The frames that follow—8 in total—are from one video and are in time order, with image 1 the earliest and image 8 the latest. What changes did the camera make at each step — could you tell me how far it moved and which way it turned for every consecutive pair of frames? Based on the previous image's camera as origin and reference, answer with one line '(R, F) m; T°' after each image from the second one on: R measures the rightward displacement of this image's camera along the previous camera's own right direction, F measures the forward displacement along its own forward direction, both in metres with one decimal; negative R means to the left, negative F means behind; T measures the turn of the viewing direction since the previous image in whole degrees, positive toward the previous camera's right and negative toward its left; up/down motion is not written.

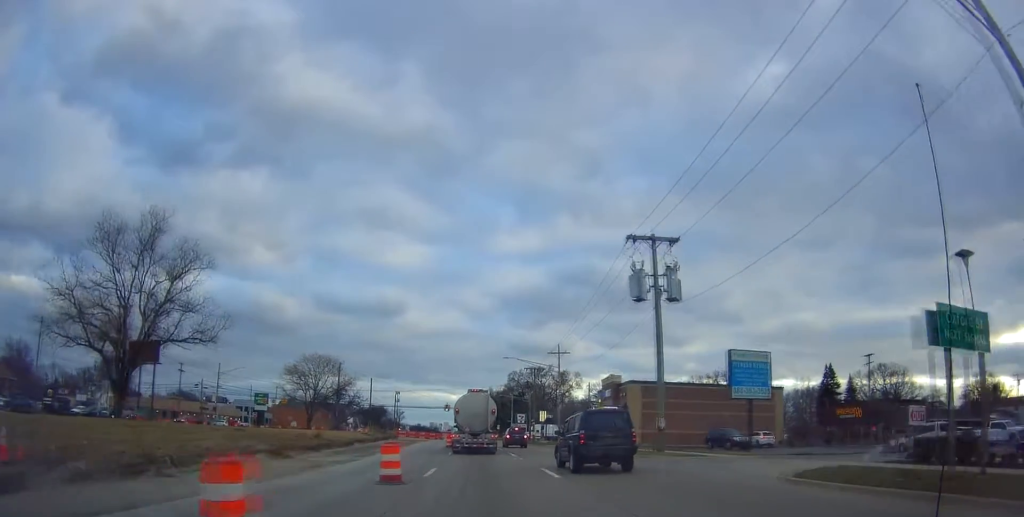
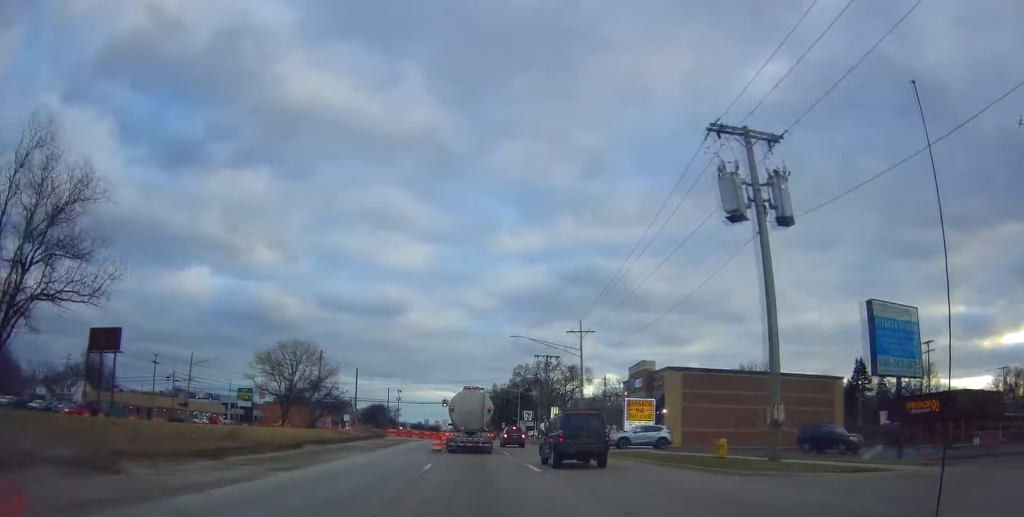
(-0.1, +13.0) m; 0°
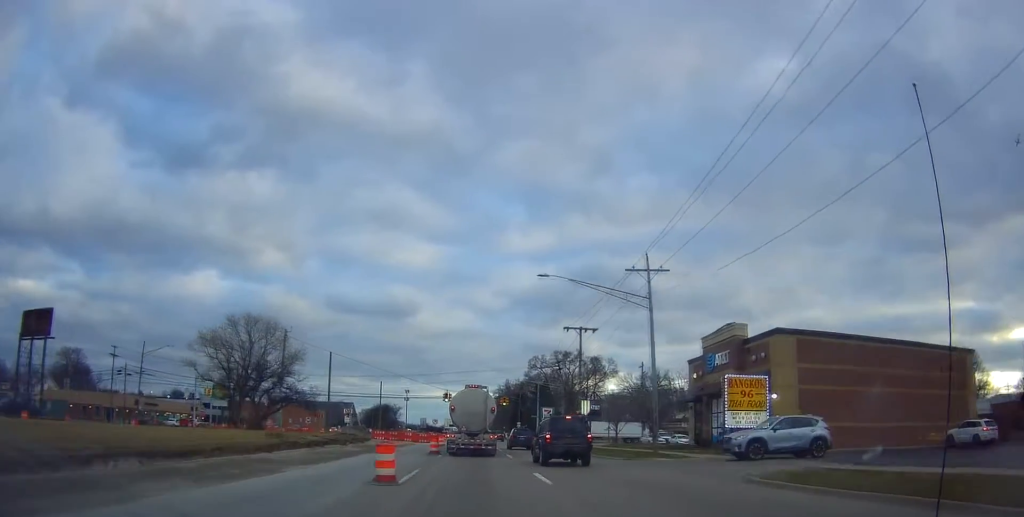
(0.0, +19.1) m; -2°
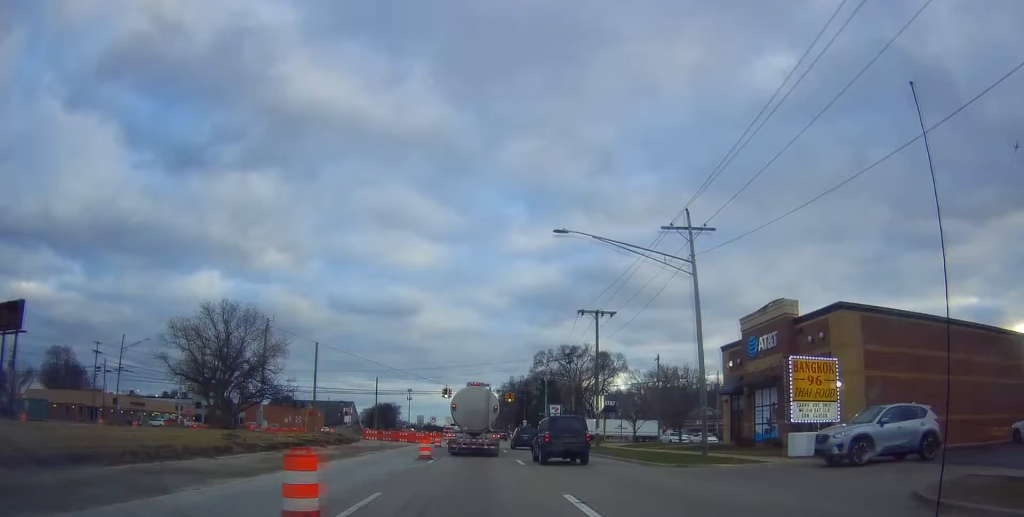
(-0.1, +6.5) m; -1°
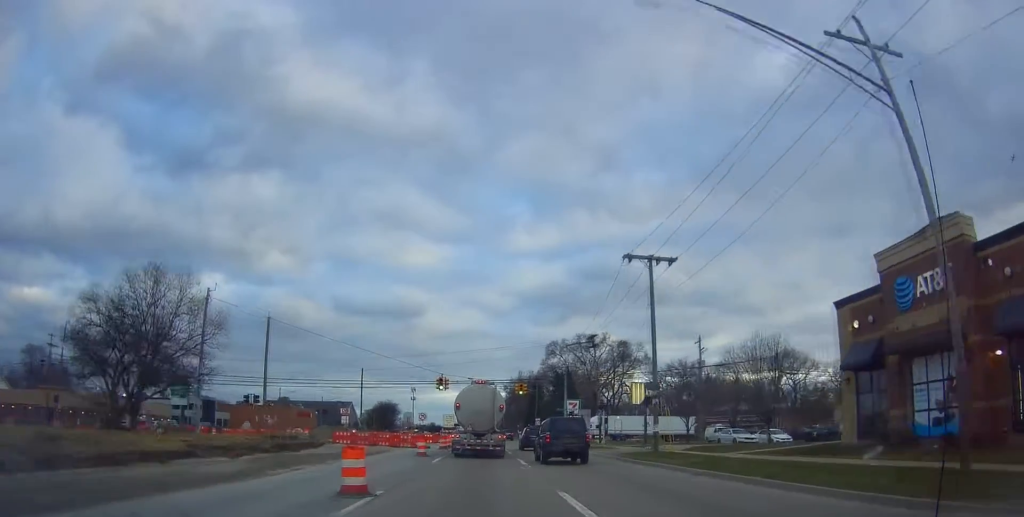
(0.0, +14.5) m; 0°
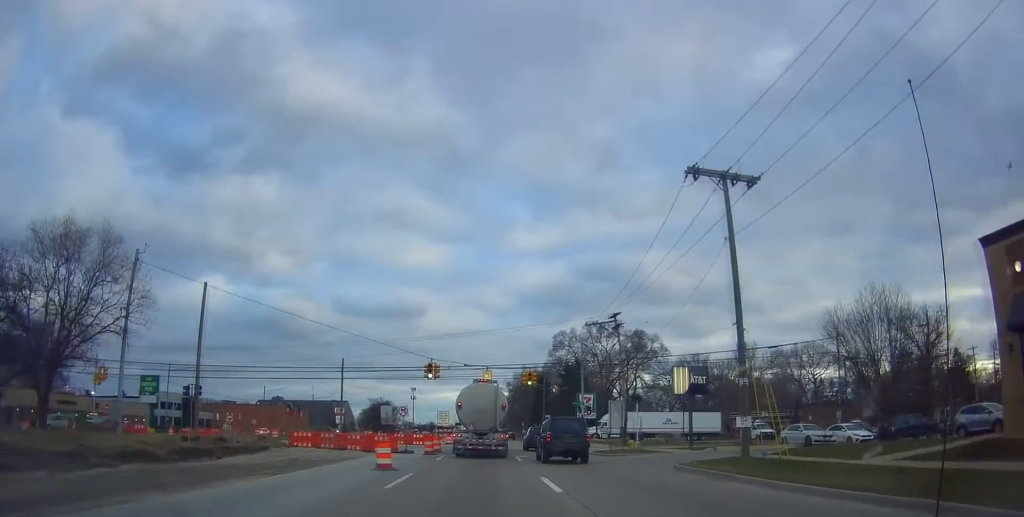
(0.0, +11.0) m; 0°
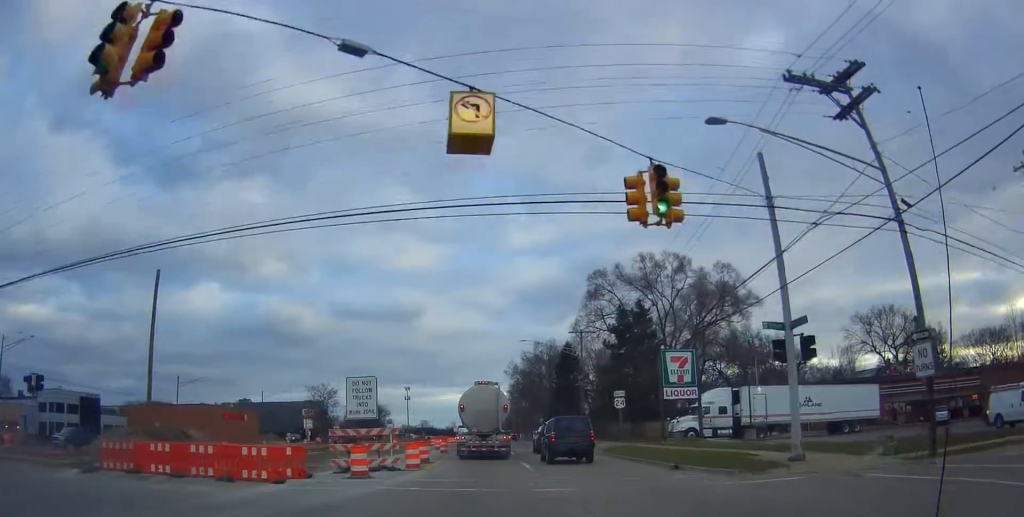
(-1.6, +38.8) m; -2°
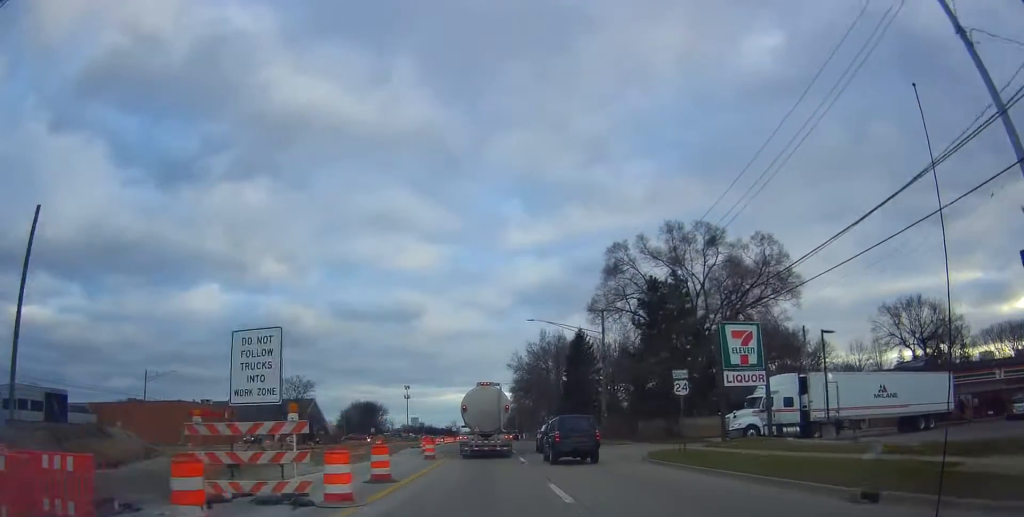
(+0.4, +10.4) m; +2°
